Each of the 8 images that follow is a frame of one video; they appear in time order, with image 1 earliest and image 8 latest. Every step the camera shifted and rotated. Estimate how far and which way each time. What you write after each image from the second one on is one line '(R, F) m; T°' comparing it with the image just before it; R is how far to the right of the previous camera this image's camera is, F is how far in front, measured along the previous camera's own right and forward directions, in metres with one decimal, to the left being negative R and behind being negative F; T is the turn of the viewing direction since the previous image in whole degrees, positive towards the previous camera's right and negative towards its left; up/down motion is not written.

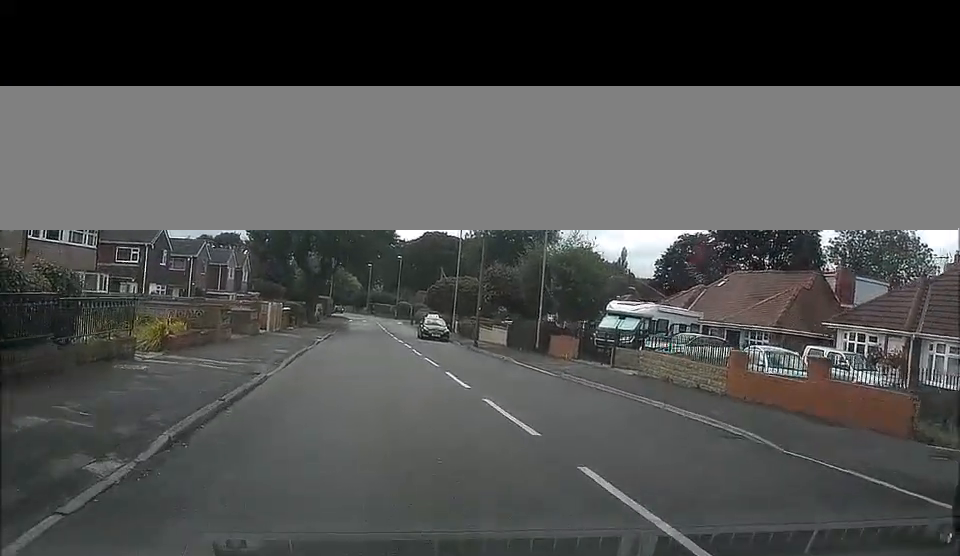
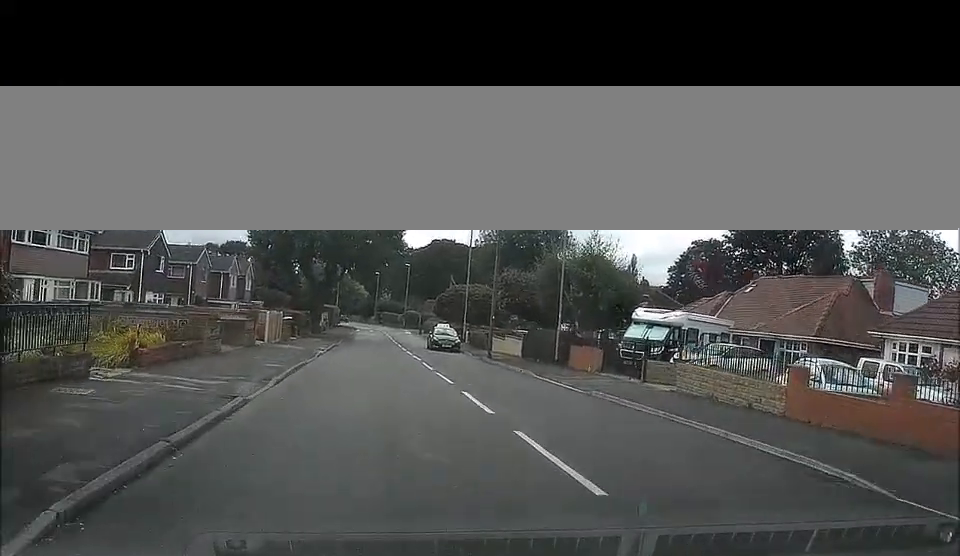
(-0.1, +3.0) m; -2°
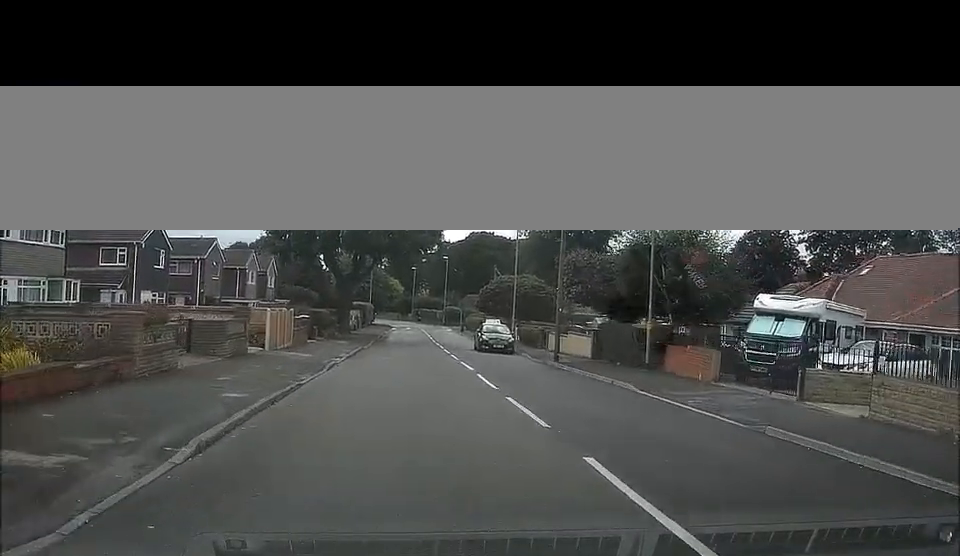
(-0.3, +7.5) m; -1°
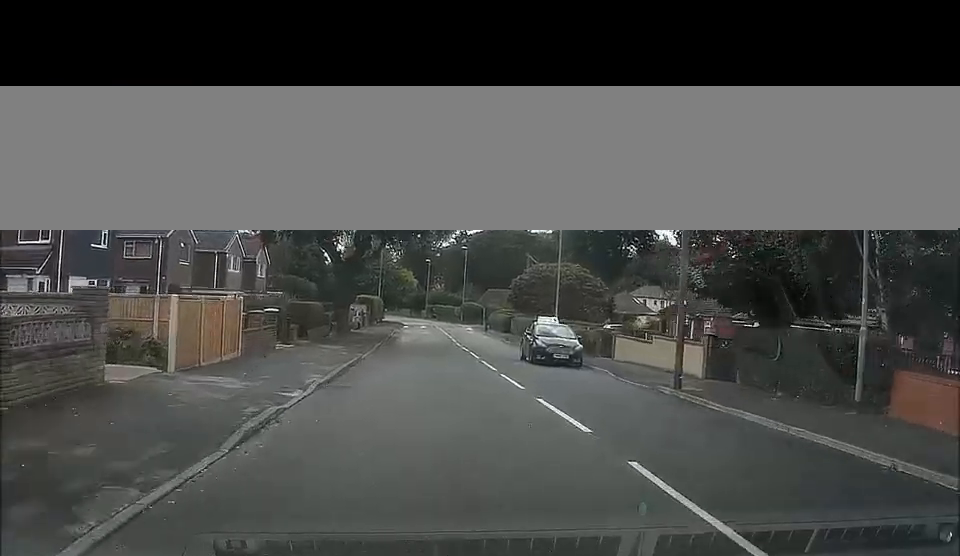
(0.0, +9.8) m; -4°
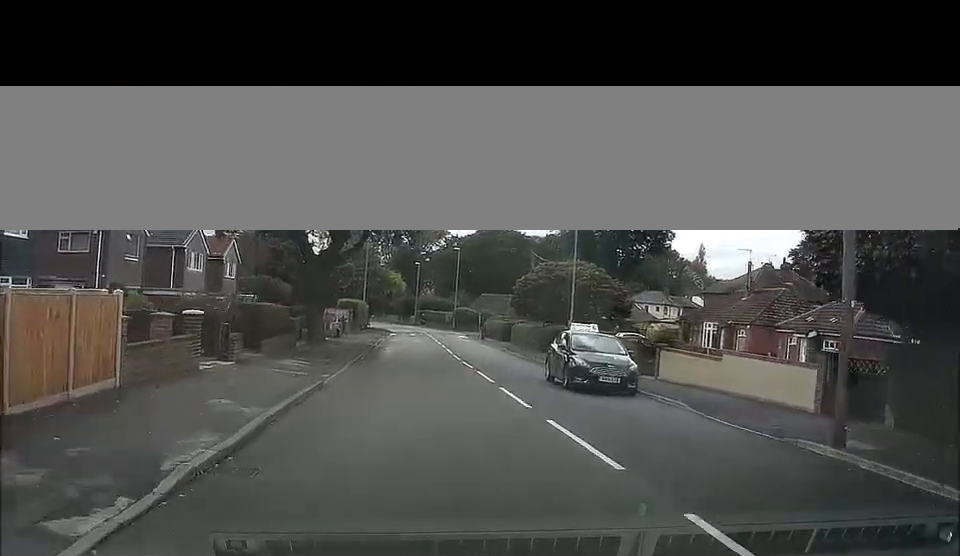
(-0.3, +6.9) m; -2°
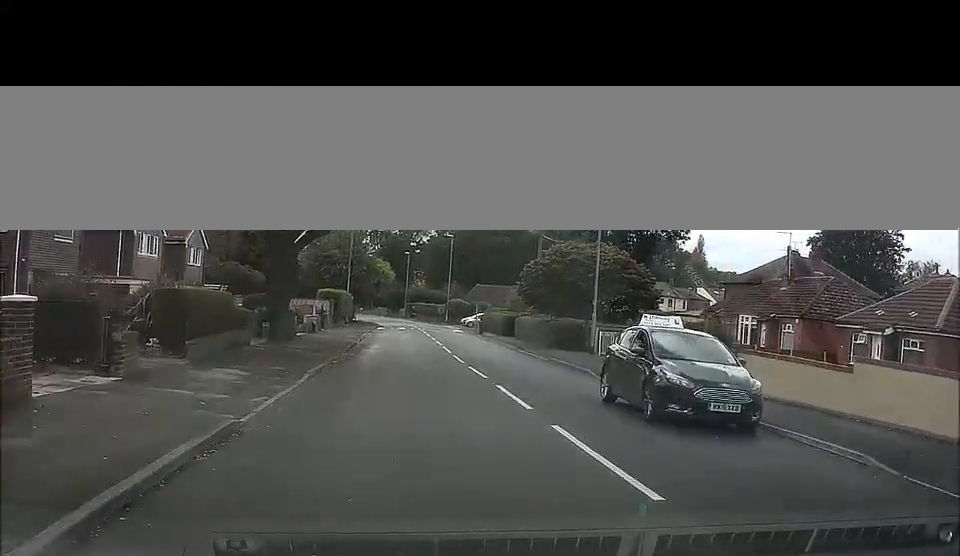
(0.0, +8.0) m; +1°
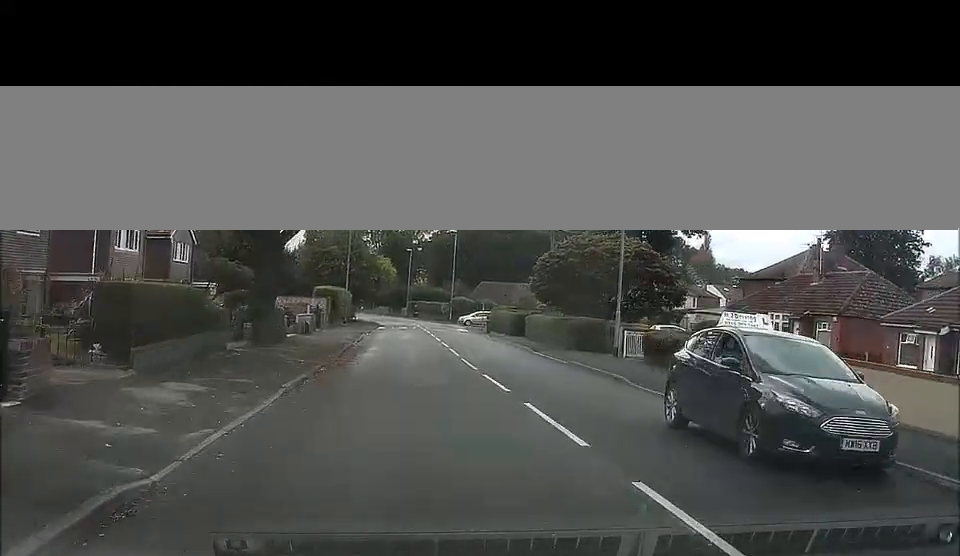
(0.0, +4.3) m; +1°
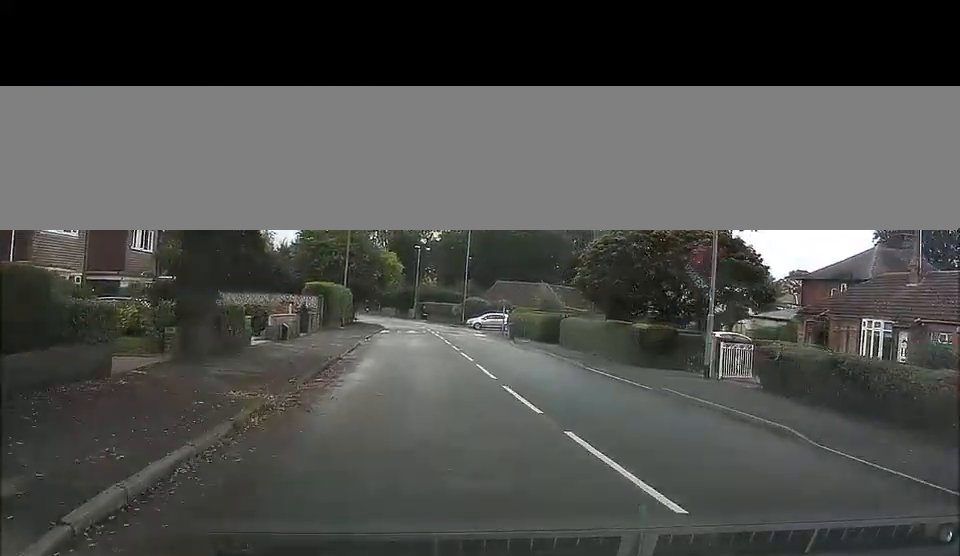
(+0.3, +10.1) m; +1°
